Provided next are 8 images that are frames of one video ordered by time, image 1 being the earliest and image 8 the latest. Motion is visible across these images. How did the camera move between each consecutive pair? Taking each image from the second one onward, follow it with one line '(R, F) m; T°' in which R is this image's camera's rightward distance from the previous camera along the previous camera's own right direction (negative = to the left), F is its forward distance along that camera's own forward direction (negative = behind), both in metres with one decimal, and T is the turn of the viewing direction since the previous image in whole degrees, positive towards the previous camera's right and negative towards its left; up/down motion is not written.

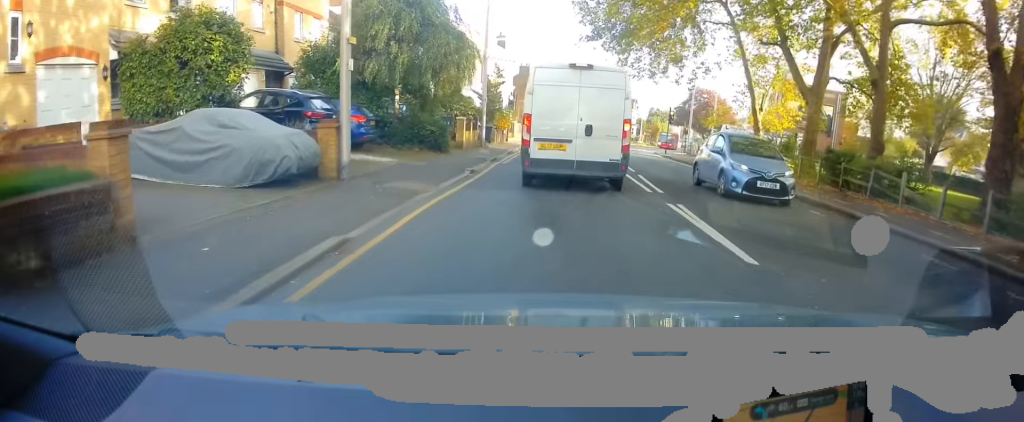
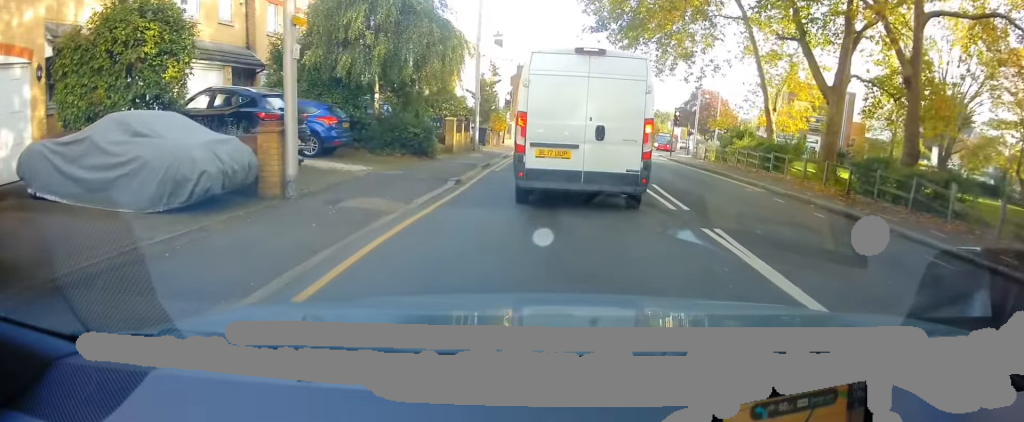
(+0.4, +3.1) m; +5°
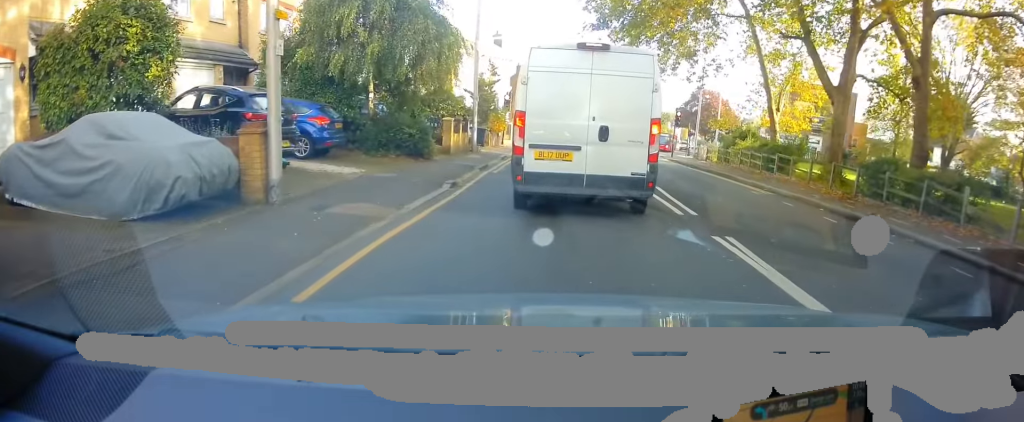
(0.0, +0.8) m; 0°
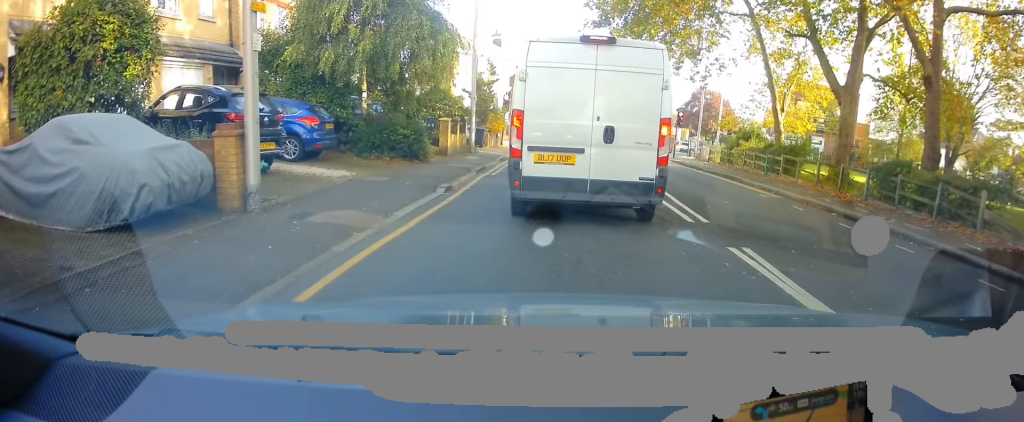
(-0.2, +1.1) m; 0°
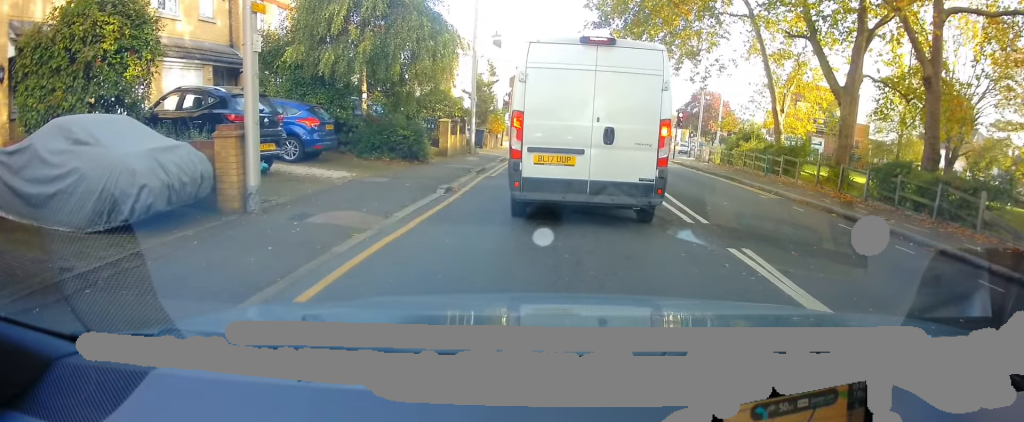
(+0.1, +0.2) m; 0°
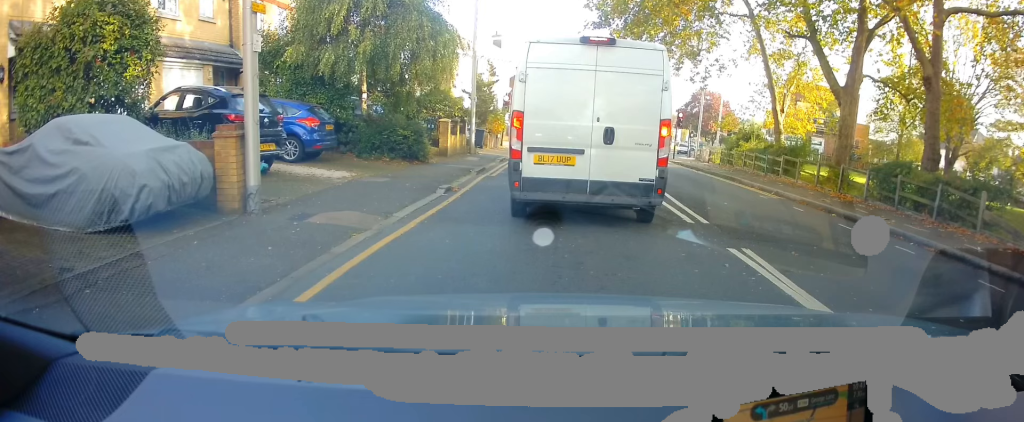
(0.0, 0.0) m; 0°
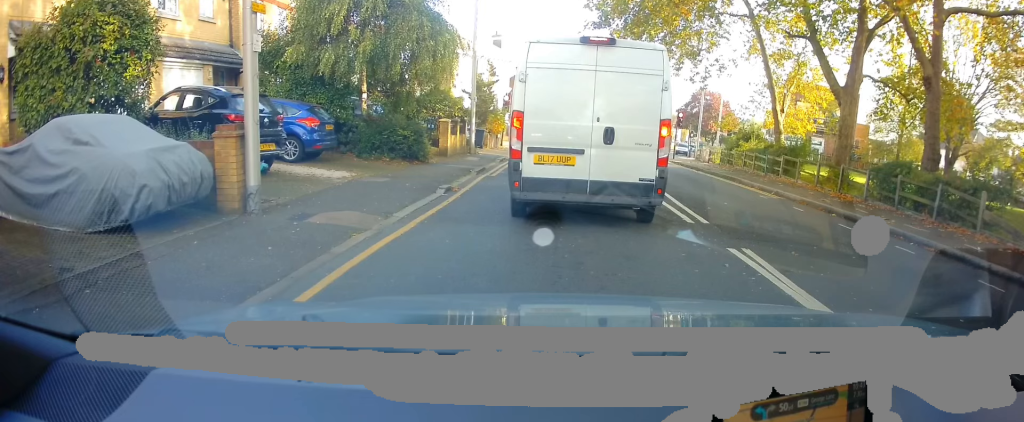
(0.0, 0.0) m; 0°
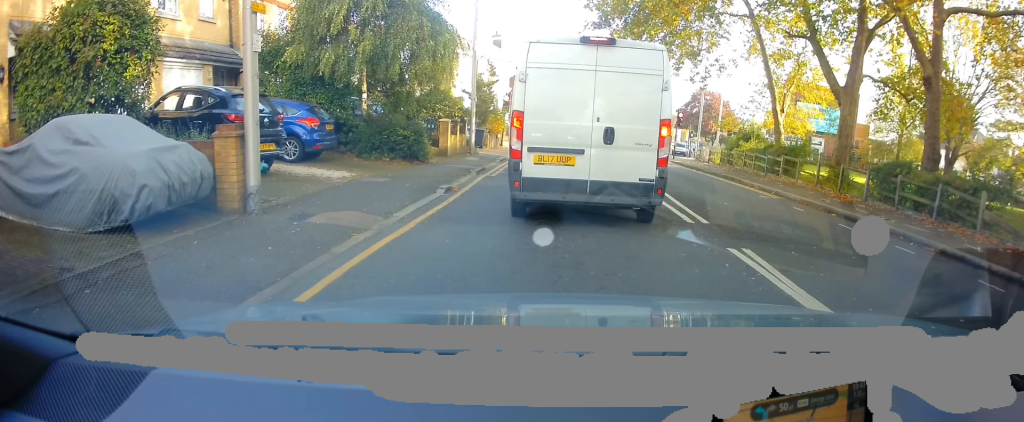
(0.0, 0.0) m; 0°
